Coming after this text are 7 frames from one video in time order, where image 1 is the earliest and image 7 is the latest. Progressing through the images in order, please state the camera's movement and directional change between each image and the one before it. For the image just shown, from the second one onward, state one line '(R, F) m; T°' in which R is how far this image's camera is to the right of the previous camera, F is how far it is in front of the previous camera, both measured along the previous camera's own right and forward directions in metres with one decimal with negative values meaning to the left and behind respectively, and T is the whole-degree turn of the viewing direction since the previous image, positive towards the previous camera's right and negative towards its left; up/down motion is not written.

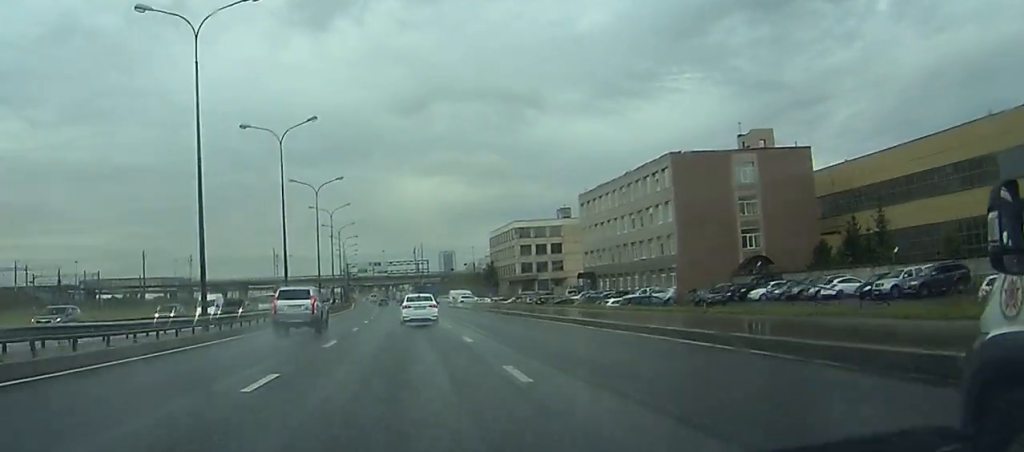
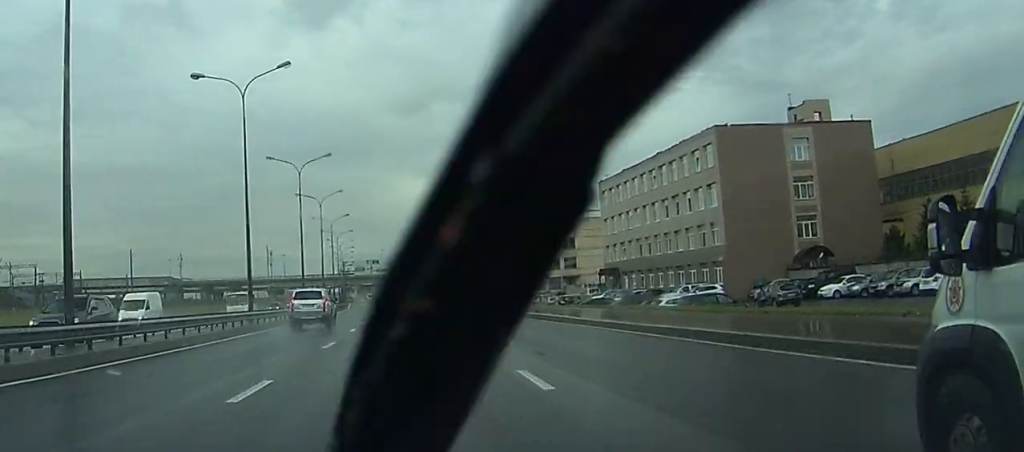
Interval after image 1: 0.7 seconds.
(0.0, +13.5) m; 0°
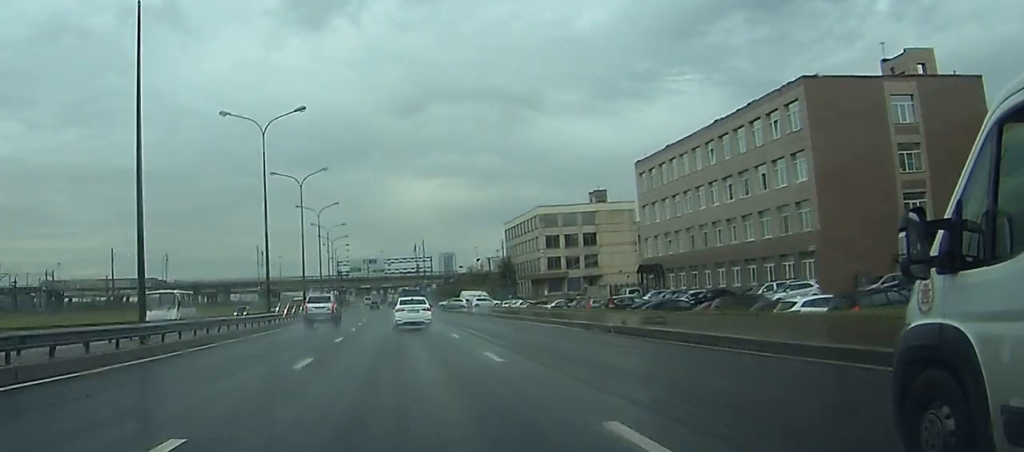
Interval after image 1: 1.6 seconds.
(+0.1, +18.0) m; 0°
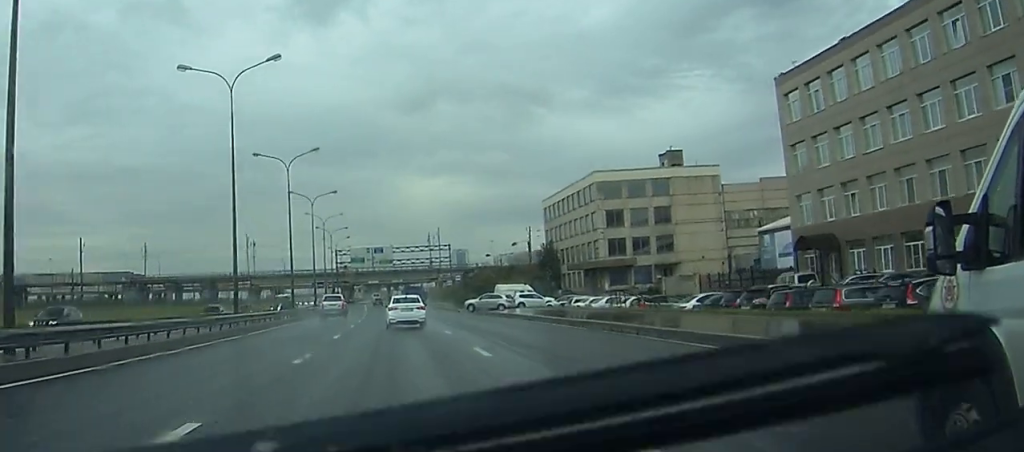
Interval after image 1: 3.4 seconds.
(0.0, +35.0) m; -1°
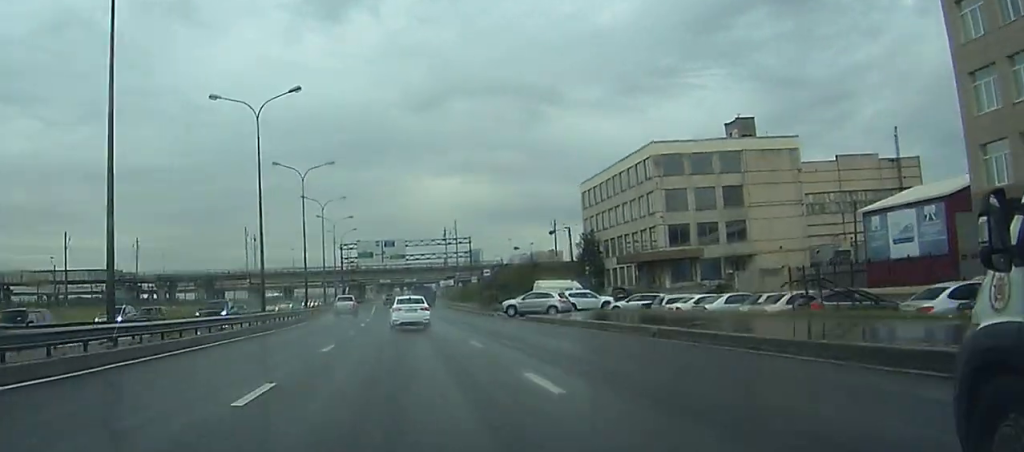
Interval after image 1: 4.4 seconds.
(-0.1, +19.4) m; -1°
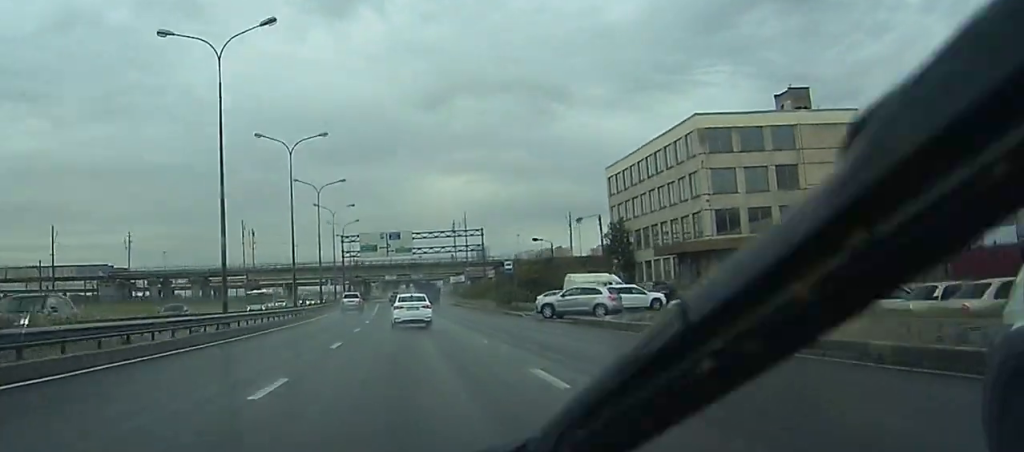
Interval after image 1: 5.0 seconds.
(-0.1, +11.6) m; -1°
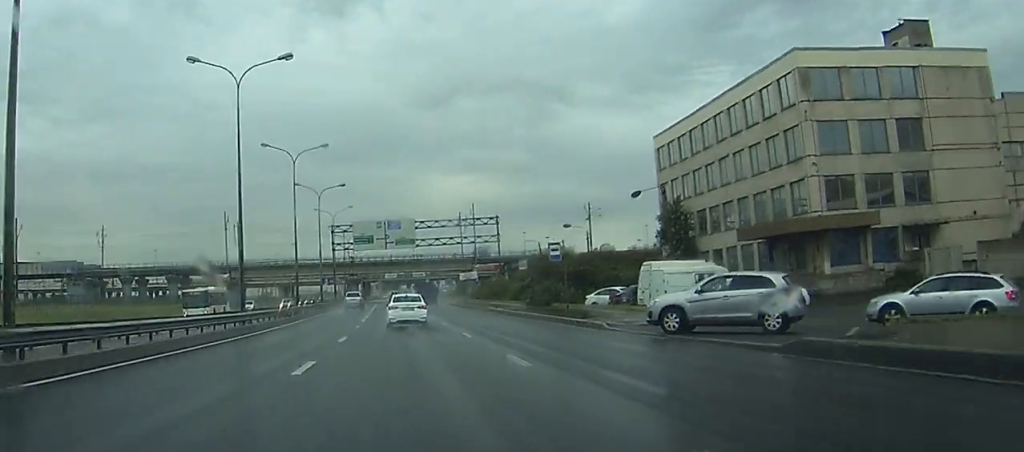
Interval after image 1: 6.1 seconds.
(-0.2, +20.0) m; -1°
